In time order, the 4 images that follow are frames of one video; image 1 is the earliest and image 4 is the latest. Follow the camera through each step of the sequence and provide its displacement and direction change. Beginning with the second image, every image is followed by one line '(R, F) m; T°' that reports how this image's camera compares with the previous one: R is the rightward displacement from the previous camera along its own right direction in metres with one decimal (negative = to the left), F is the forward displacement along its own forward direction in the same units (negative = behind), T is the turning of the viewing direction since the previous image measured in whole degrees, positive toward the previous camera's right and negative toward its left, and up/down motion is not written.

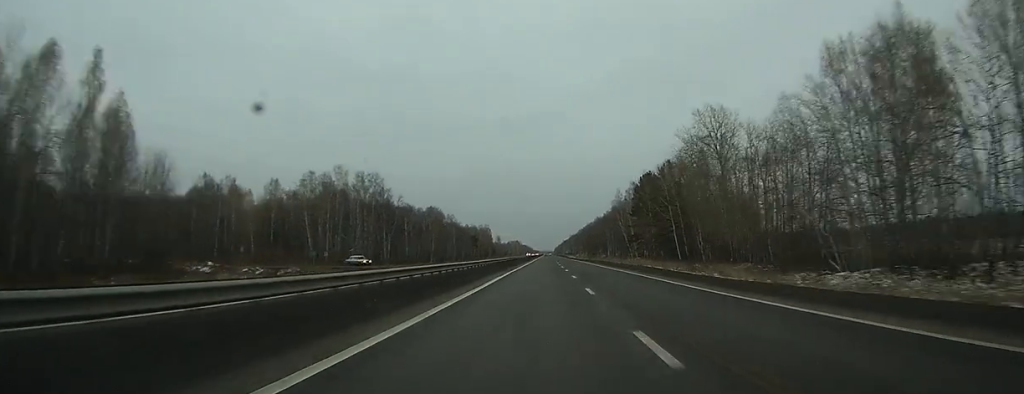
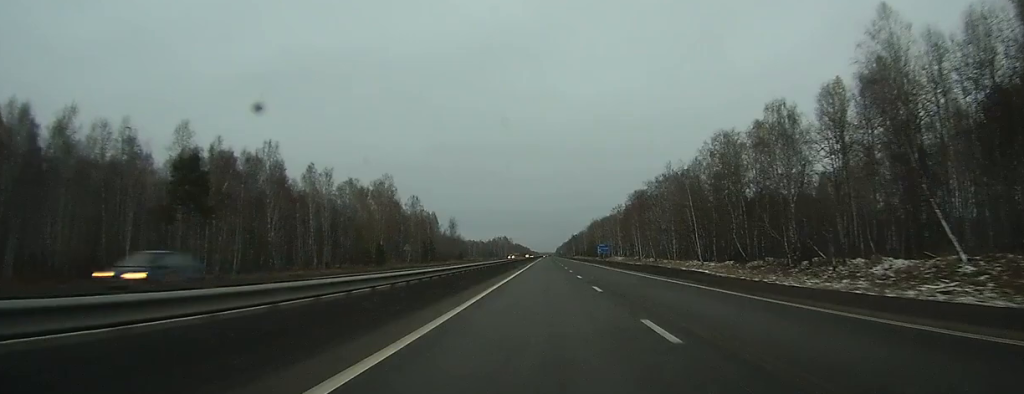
(+0.3, +276.7) m; 0°
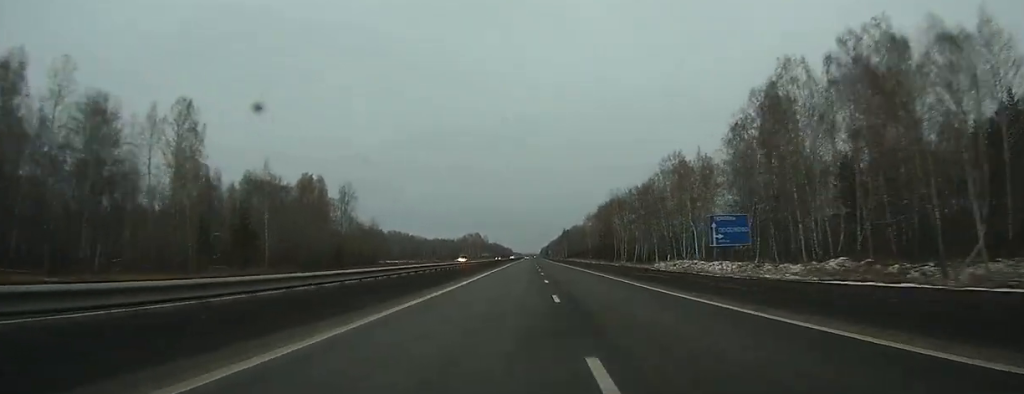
(+0.4, +136.3) m; +1°
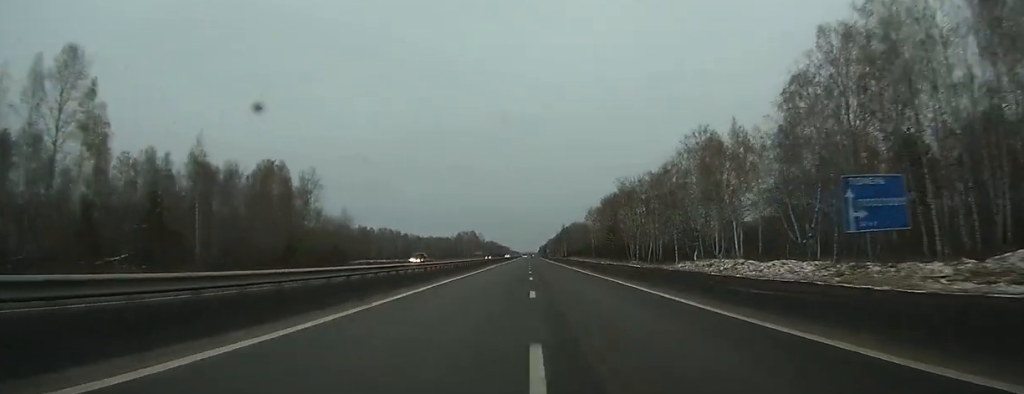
(+0.1, +23.1) m; 0°
